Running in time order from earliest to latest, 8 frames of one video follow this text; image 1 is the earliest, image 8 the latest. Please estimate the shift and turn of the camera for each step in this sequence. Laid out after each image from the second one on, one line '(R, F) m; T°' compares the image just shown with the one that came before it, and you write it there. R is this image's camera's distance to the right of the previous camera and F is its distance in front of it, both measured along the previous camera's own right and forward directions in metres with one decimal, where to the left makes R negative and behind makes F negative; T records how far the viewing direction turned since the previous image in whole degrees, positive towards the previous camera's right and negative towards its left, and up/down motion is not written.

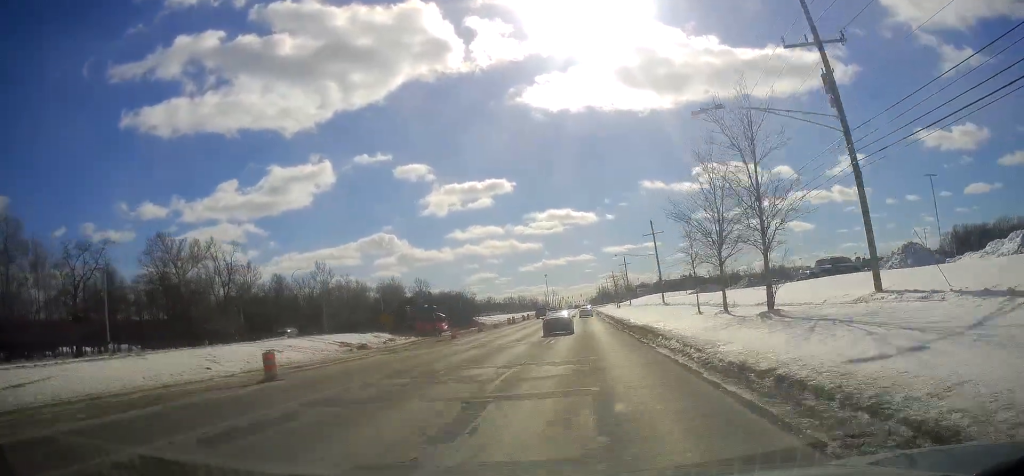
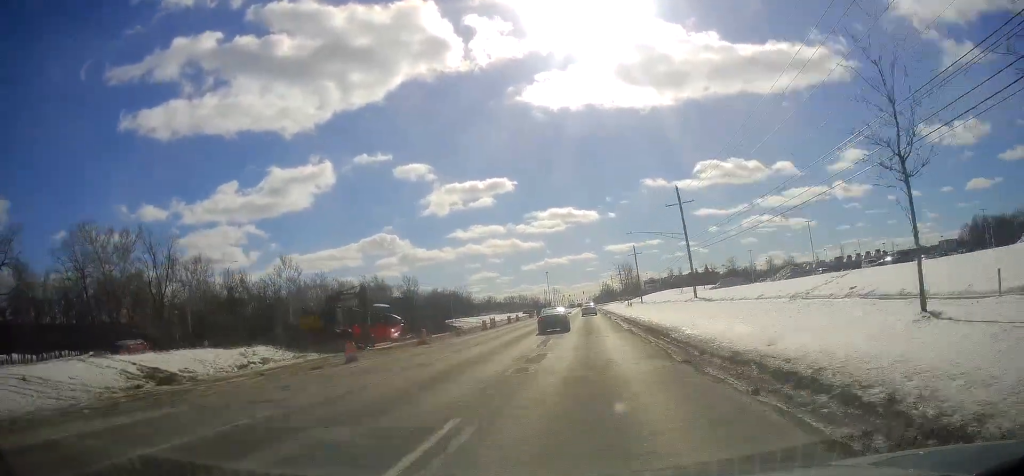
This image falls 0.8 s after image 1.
(+0.2, +21.7) m; 0°
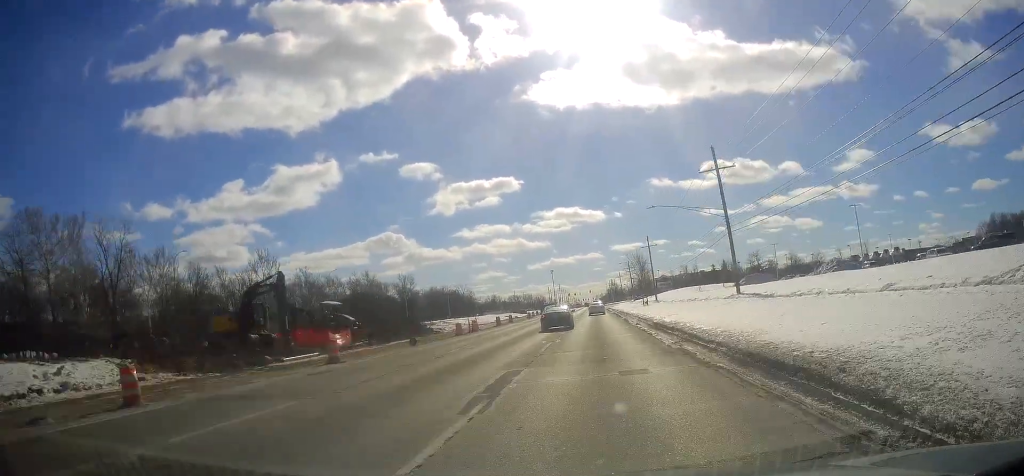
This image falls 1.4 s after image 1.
(+0.2, +14.6) m; -1°
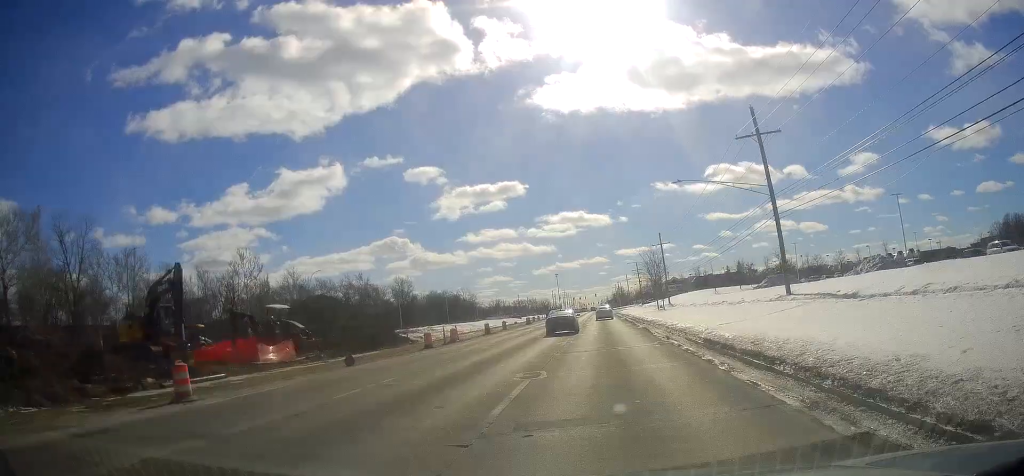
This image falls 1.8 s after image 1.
(-0.3, +10.2) m; -1°
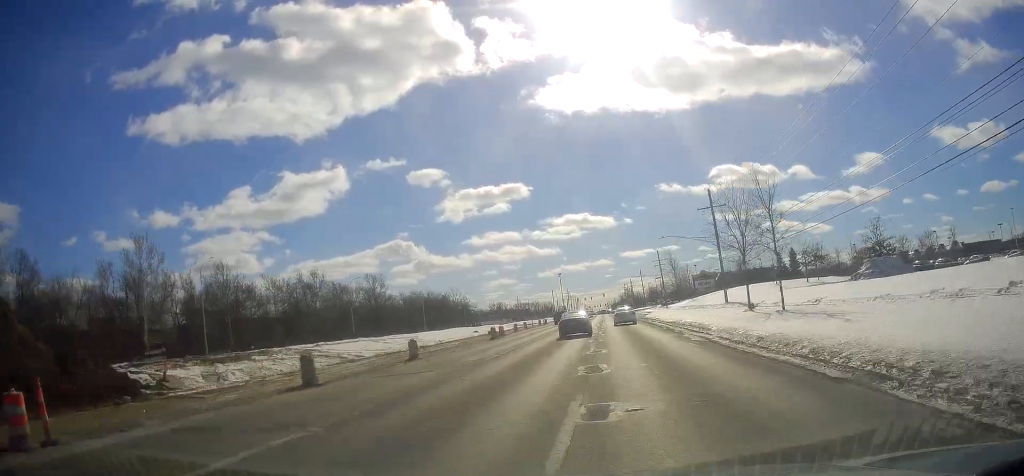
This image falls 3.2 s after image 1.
(-0.6, +35.8) m; 0°
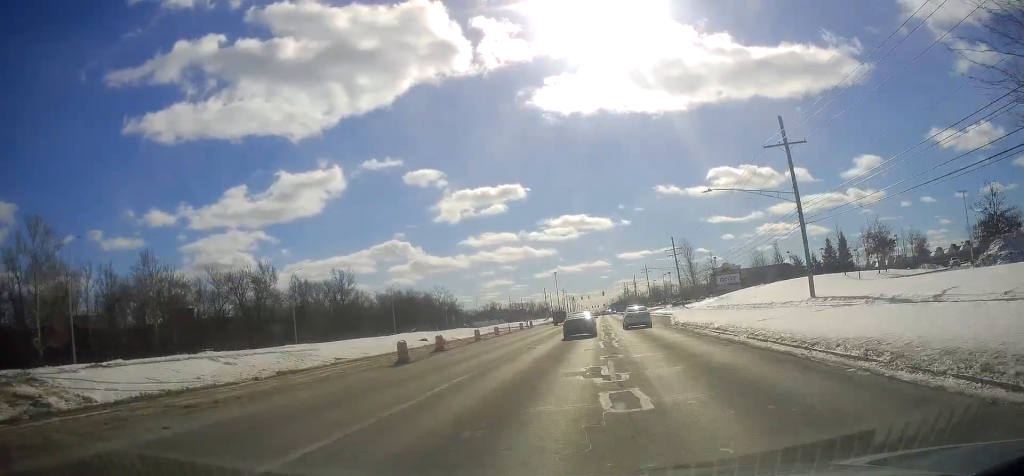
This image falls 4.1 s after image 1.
(+0.3, +24.2) m; 0°
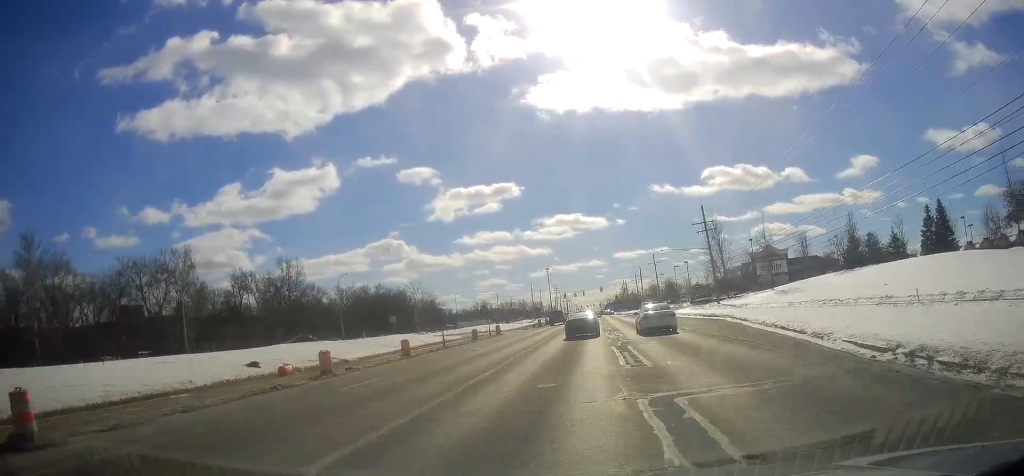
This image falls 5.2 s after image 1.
(-0.3, +29.0) m; +1°
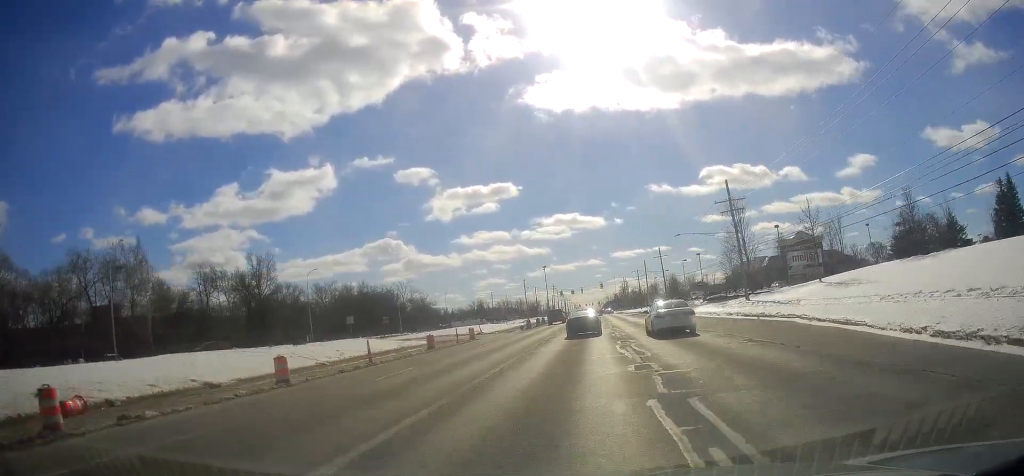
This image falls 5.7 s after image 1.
(+0.2, +13.2) m; 0°
